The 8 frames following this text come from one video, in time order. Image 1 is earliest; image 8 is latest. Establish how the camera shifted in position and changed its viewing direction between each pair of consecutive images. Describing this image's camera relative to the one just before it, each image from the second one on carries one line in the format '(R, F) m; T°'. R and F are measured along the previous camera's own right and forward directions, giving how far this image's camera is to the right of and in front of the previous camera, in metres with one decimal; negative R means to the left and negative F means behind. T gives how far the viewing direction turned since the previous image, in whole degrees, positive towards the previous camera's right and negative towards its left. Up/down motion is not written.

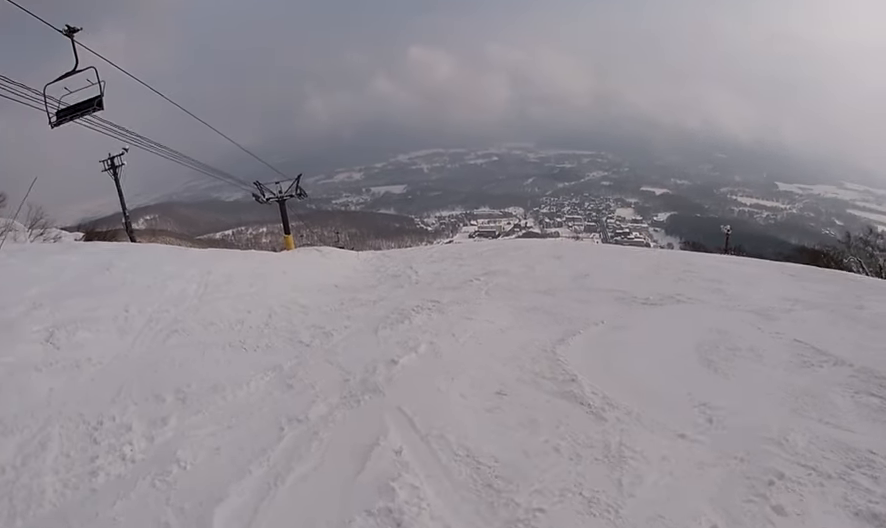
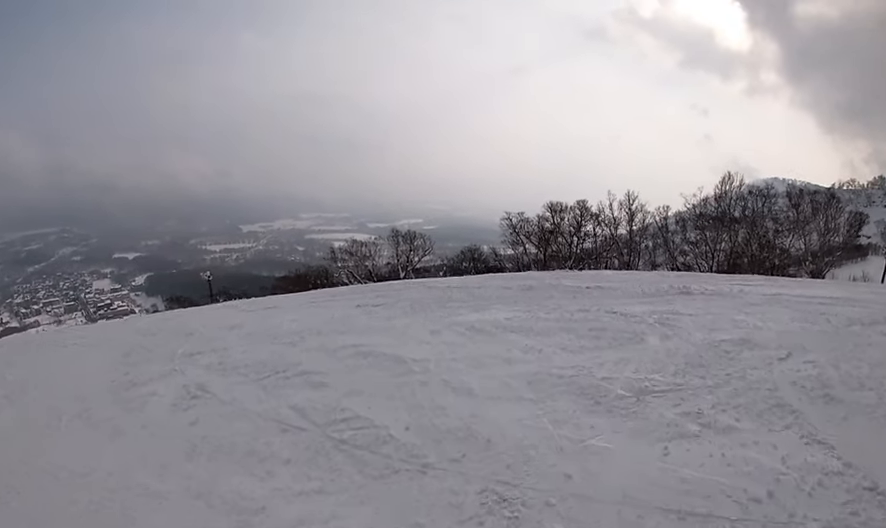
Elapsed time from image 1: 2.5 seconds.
(+5.4, +10.1) m; +51°
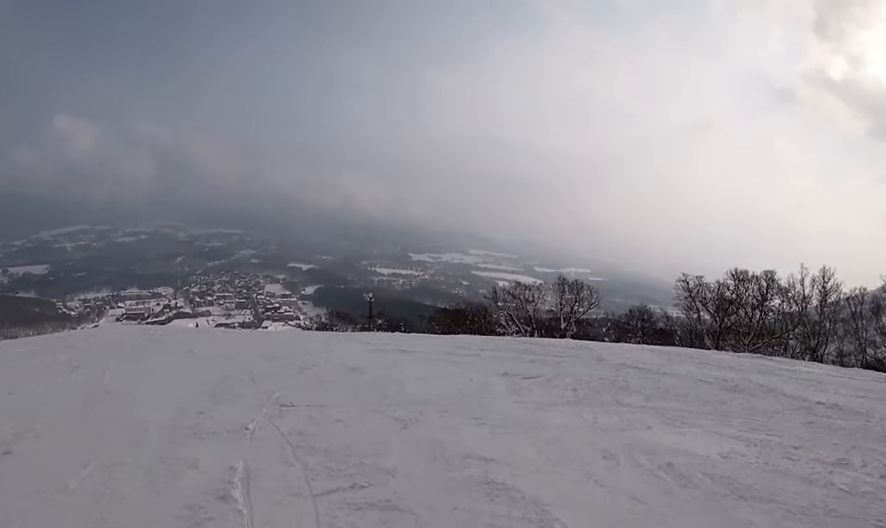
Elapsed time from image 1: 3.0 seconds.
(+0.3, +2.6) m; -2°
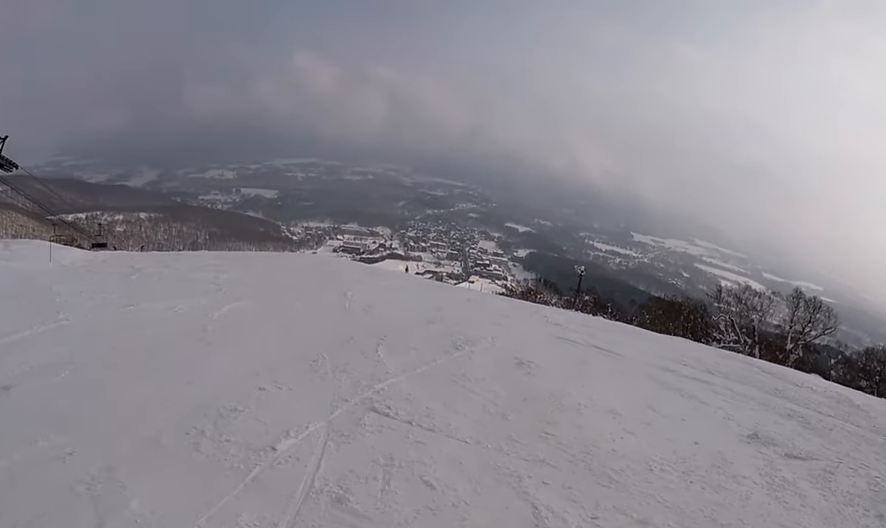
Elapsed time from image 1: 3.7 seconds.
(0.0, +3.2) m; -13°
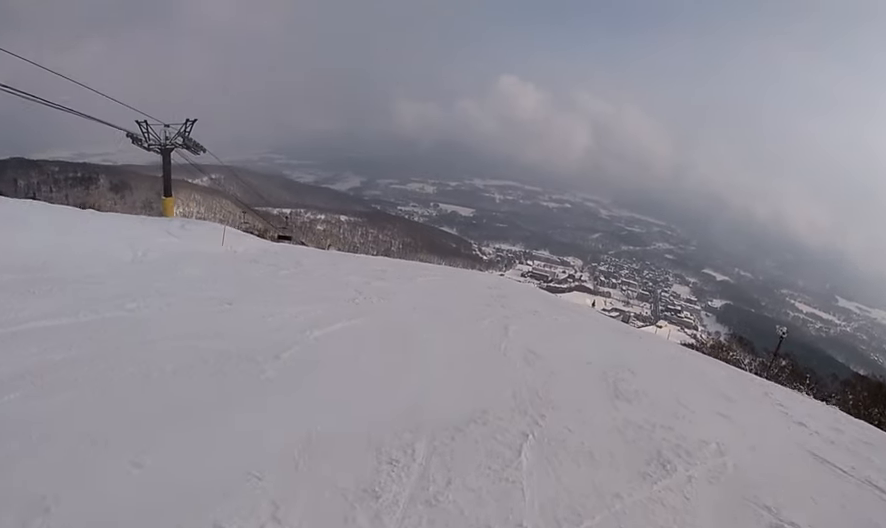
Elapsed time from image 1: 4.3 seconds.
(+0.1, +3.1) m; -26°
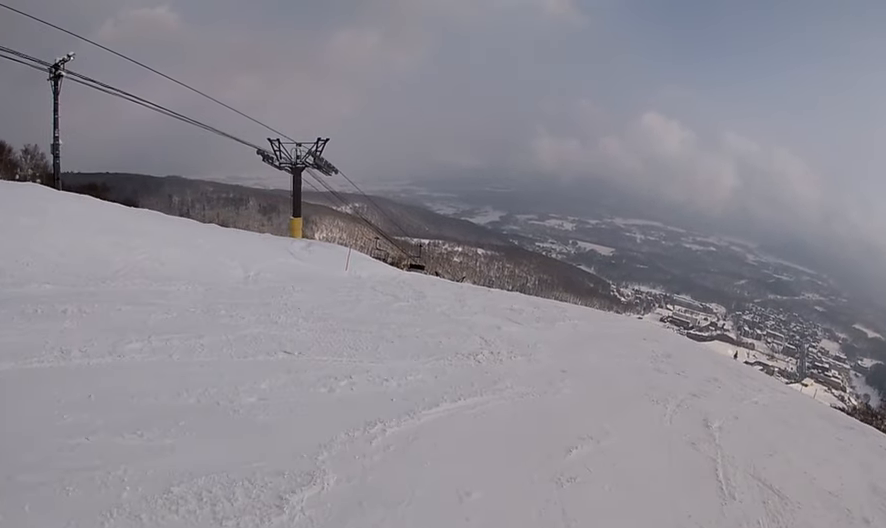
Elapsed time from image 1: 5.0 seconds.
(-1.4, +2.7) m; -27°
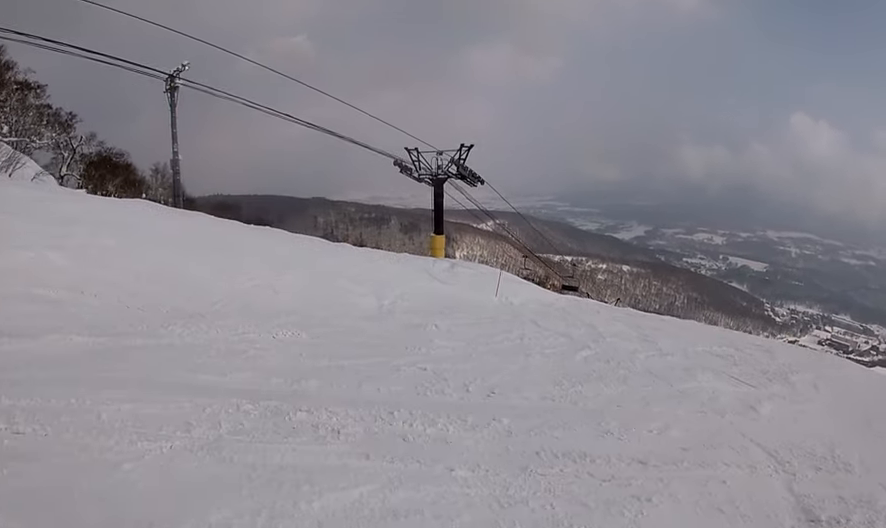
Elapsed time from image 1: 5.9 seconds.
(-1.5, +4.4) m; -23°
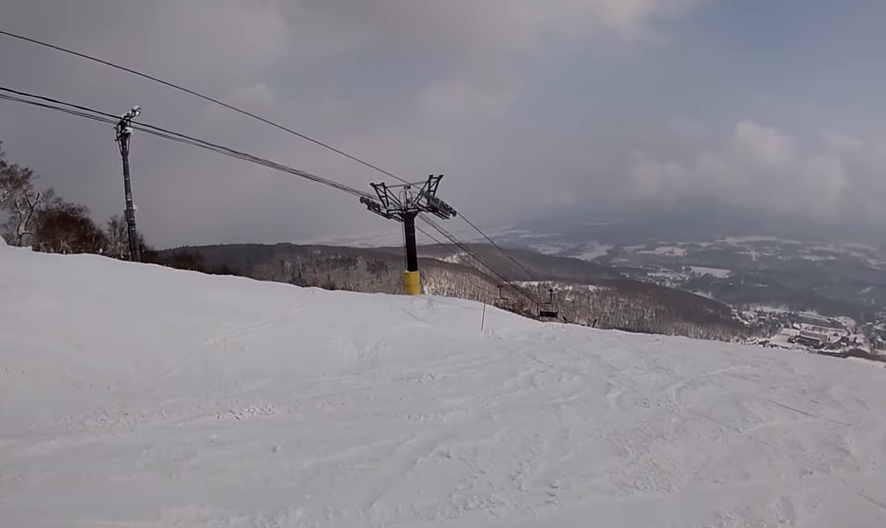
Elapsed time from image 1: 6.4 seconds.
(-0.3, +2.4) m; -4°
